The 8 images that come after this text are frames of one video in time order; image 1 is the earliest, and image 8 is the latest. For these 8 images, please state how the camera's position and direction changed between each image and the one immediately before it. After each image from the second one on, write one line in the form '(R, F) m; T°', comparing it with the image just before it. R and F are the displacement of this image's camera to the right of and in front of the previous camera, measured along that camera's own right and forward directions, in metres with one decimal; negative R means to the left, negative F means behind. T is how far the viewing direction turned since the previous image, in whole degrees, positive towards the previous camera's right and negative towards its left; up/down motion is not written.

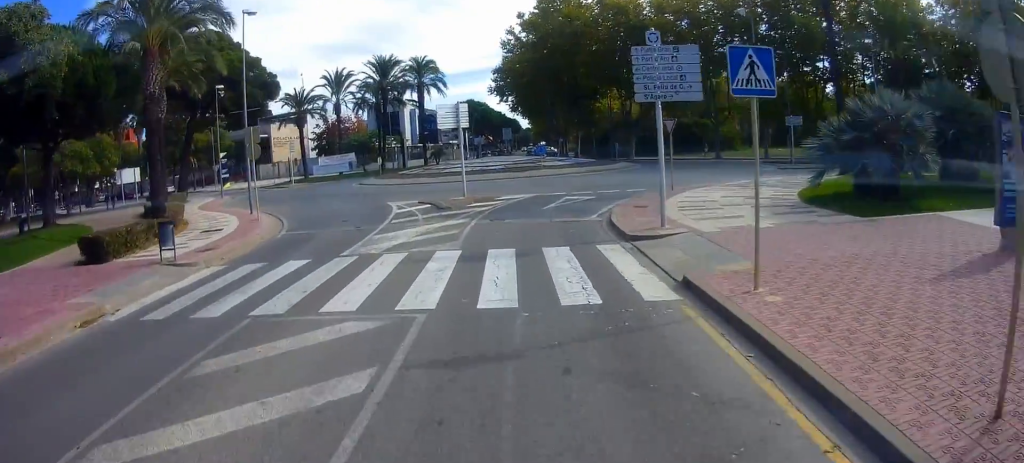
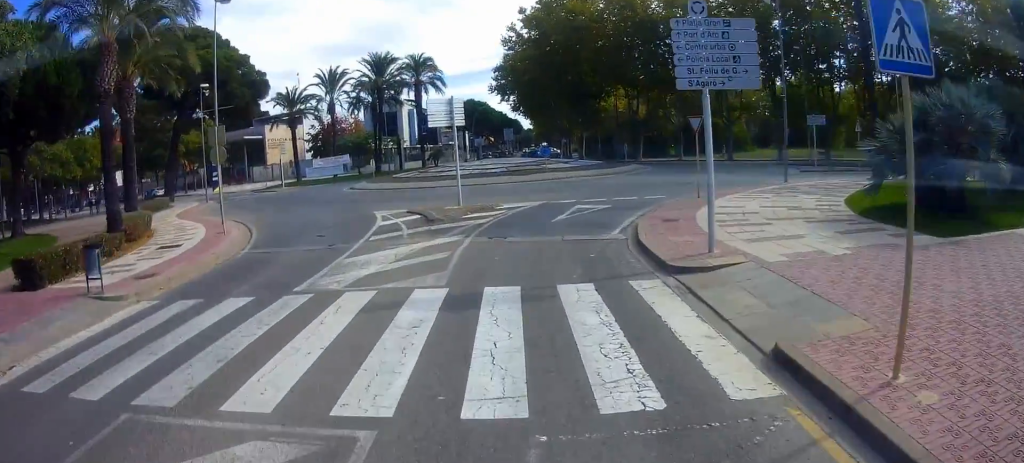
(-0.4, +3.1) m; +1°
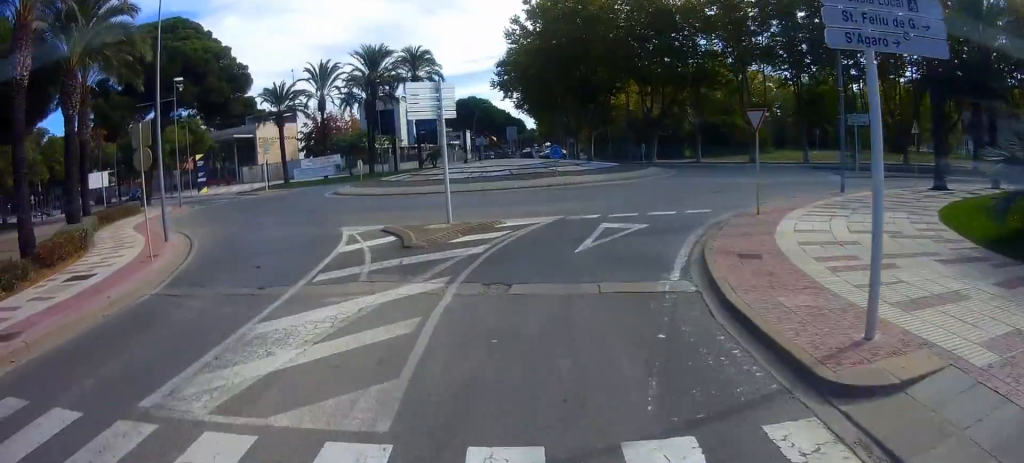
(+0.3, +4.6) m; +5°
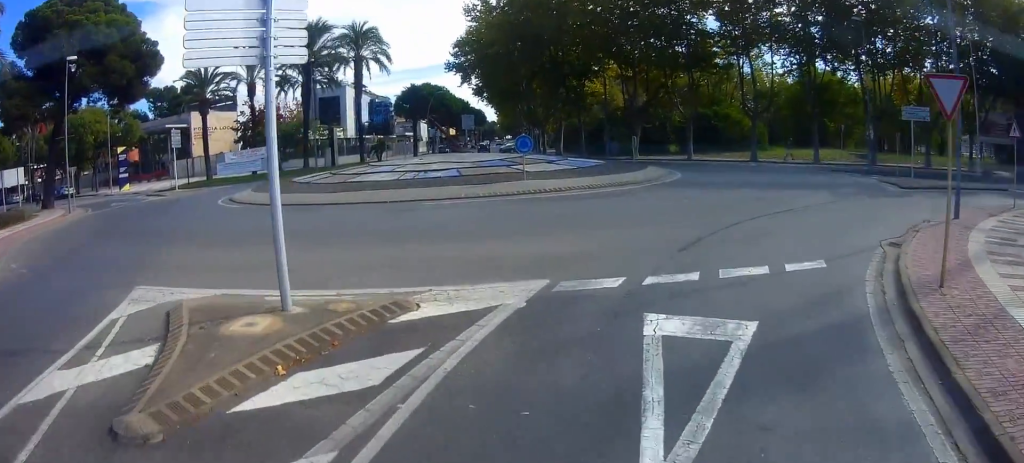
(+0.6, +9.3) m; +2°
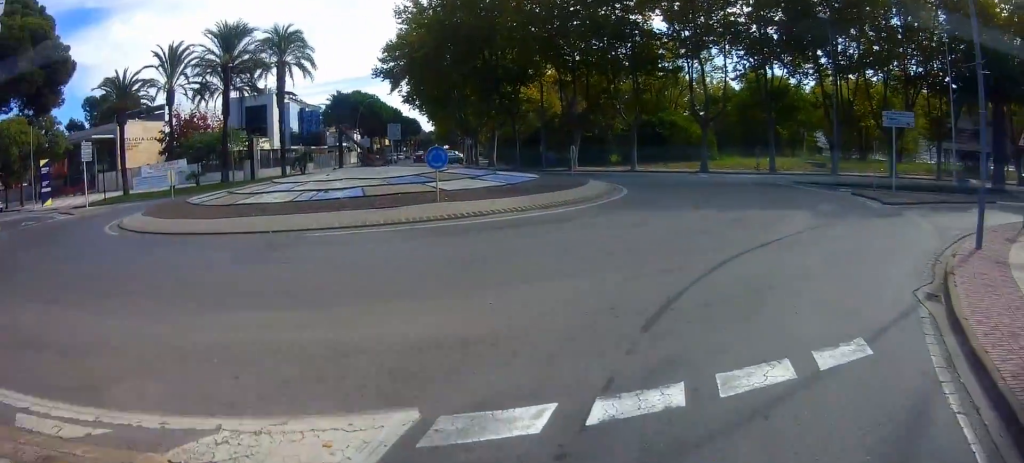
(-0.6, +3.2) m; +12°
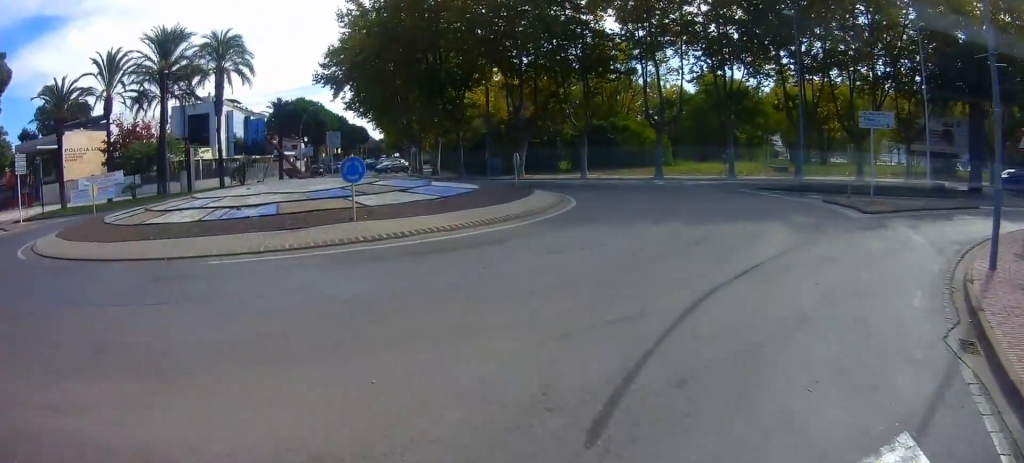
(+0.5, +2.0) m; +9°
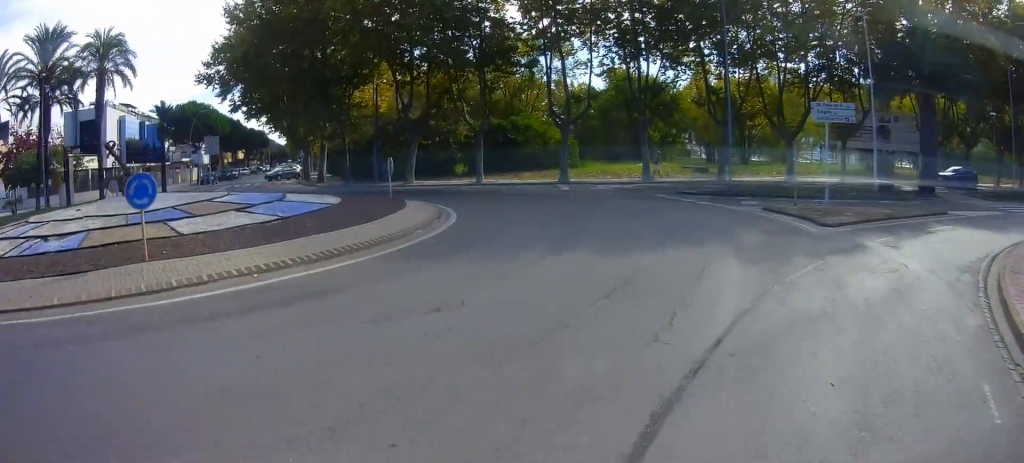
(+0.9, +3.5) m; +11°
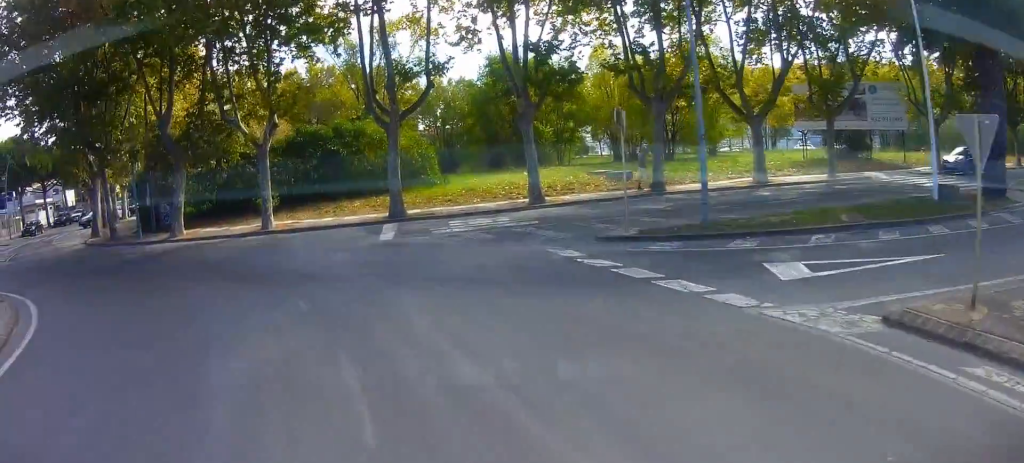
(+0.5, +12.2) m; -4°
